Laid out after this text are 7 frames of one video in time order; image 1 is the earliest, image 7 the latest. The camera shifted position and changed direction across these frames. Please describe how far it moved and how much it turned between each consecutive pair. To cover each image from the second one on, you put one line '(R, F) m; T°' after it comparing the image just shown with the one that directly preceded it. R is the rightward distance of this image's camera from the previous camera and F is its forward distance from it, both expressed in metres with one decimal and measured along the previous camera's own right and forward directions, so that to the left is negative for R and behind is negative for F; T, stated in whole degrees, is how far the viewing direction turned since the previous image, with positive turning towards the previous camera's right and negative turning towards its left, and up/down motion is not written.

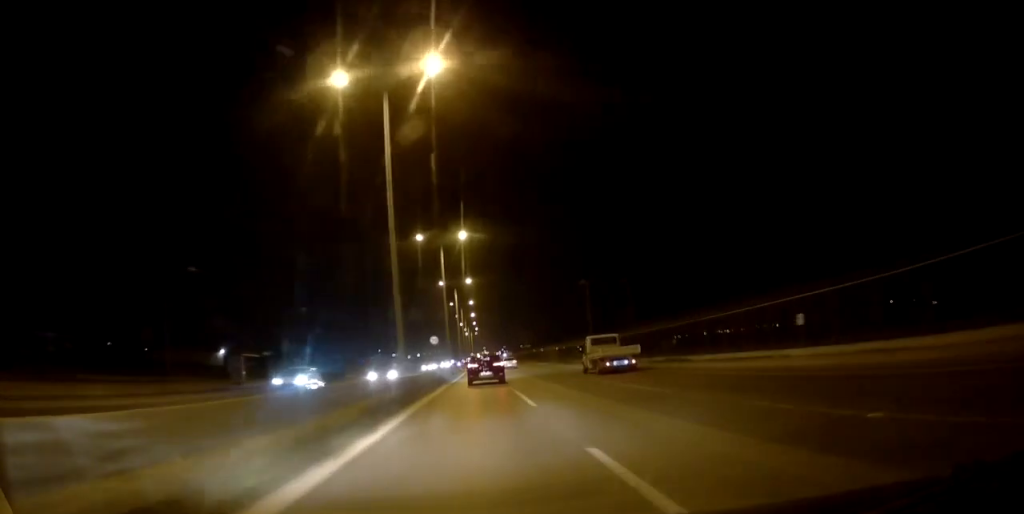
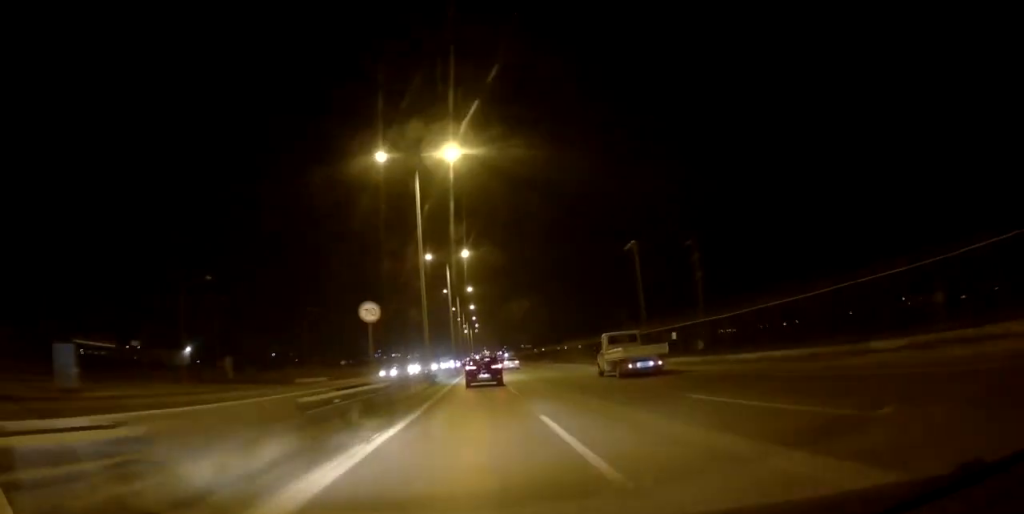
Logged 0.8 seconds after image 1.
(-0.1, +23.3) m; 0°
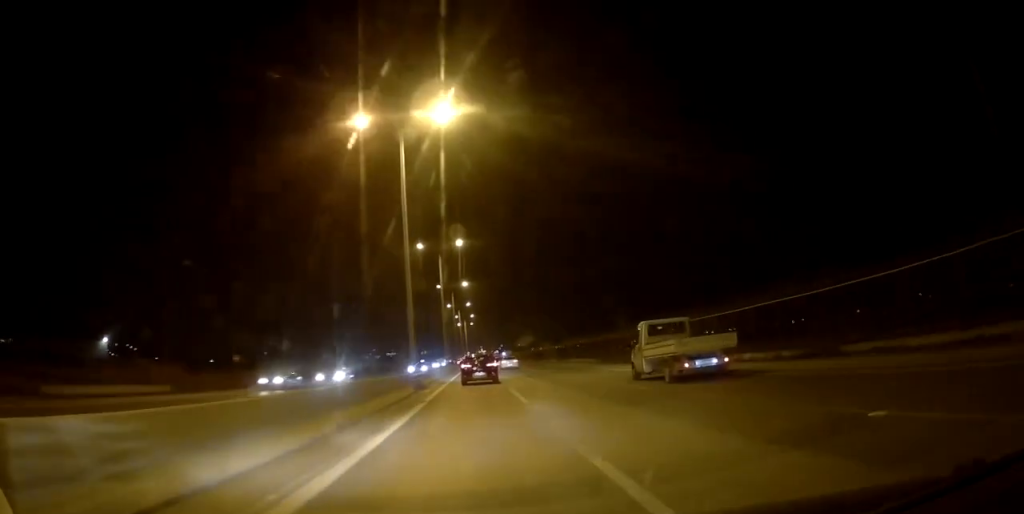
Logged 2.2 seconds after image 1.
(-0.3, +38.1) m; -1°
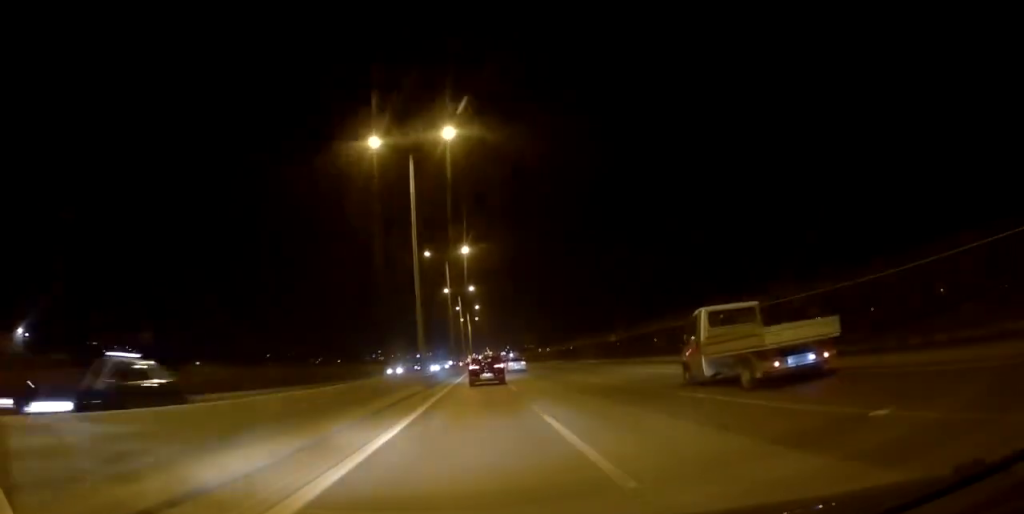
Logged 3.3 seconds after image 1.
(+0.1, +29.9) m; +1°
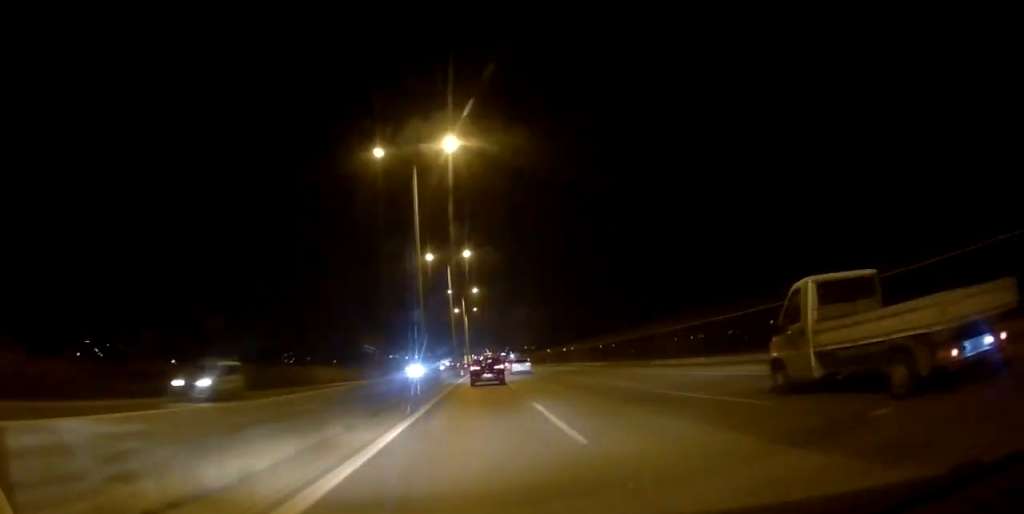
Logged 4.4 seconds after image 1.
(+0.4, +31.5) m; 0°
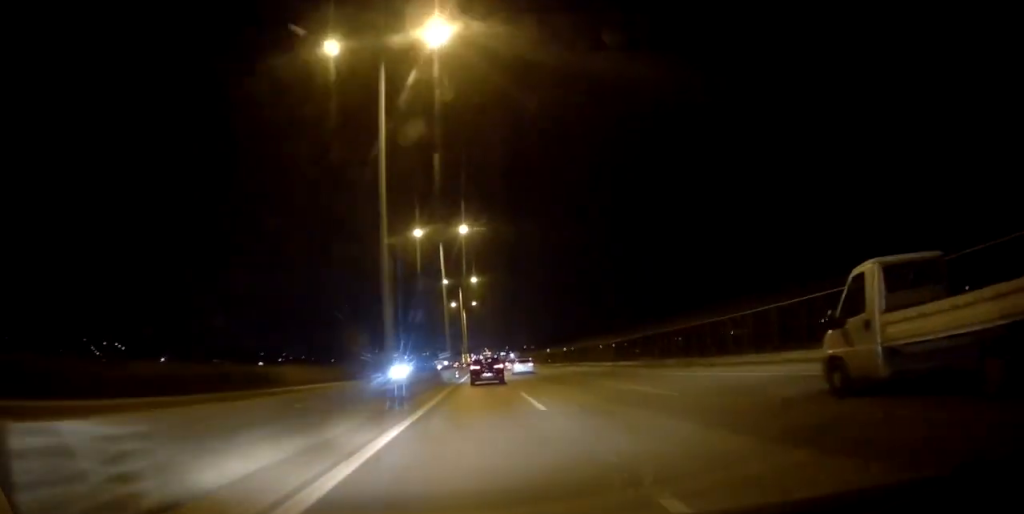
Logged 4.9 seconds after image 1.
(-0.1, +11.8) m; 0°
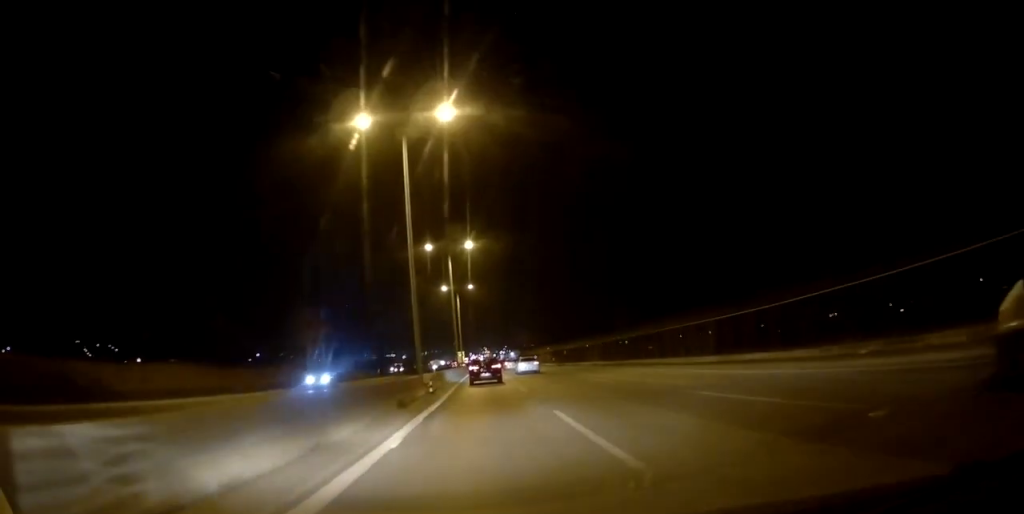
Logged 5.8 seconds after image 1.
(-0.2, +25.5) m; 0°
